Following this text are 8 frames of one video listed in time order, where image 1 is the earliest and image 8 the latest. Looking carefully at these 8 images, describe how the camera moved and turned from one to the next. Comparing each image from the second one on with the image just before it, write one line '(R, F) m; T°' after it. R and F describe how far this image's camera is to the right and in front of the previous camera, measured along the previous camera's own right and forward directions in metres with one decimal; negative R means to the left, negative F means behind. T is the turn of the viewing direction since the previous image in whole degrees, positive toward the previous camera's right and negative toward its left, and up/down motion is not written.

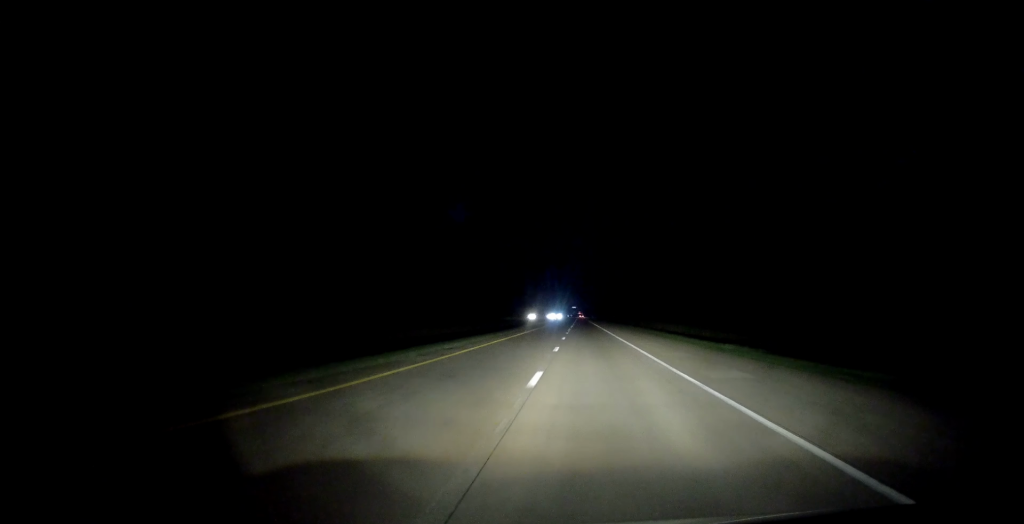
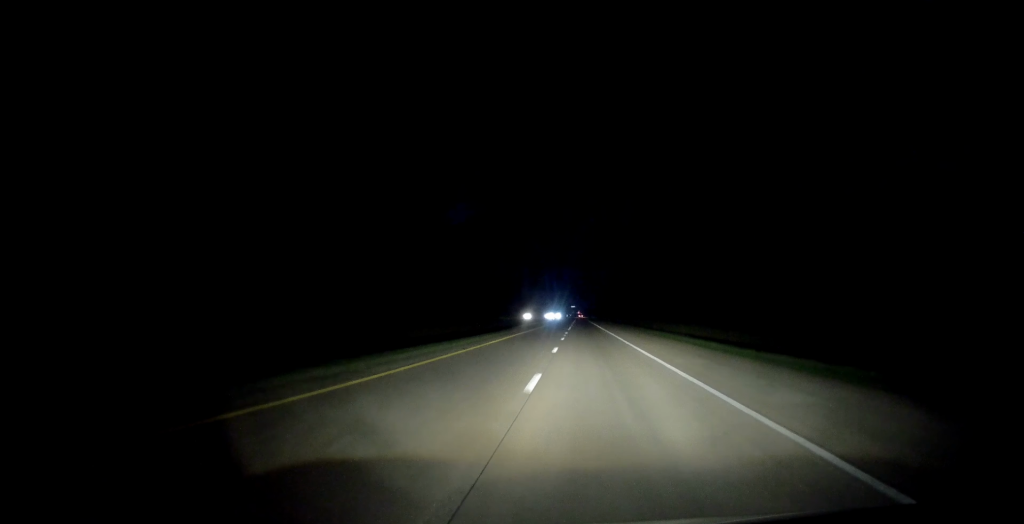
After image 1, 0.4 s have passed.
(-0.1, +13.1) m; 0°
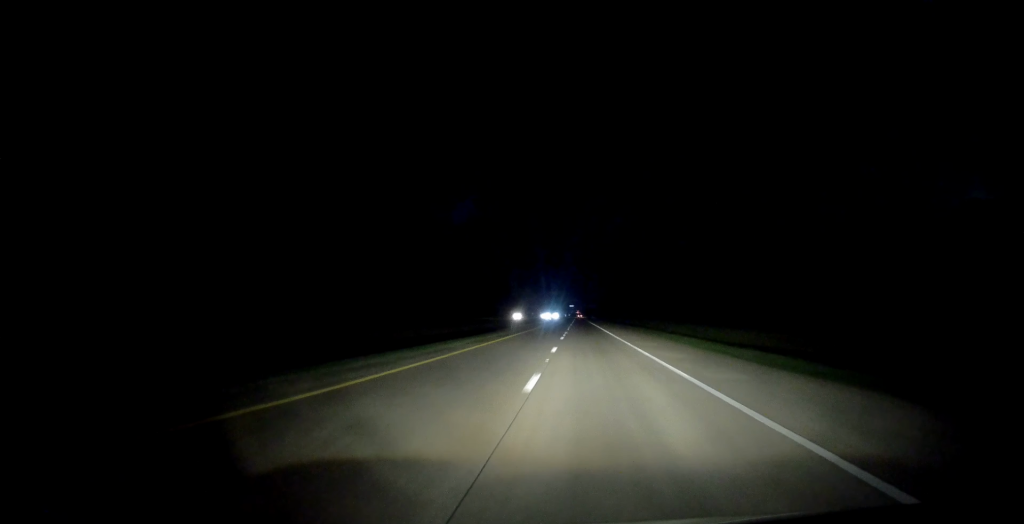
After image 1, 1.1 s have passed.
(+0.1, +24.0) m; 0°
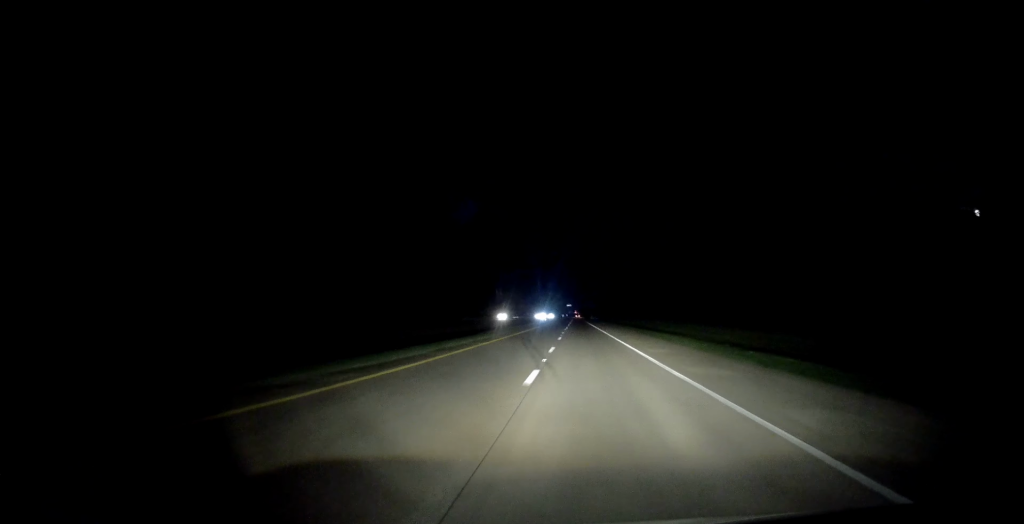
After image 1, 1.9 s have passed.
(0.0, +24.0) m; 0°
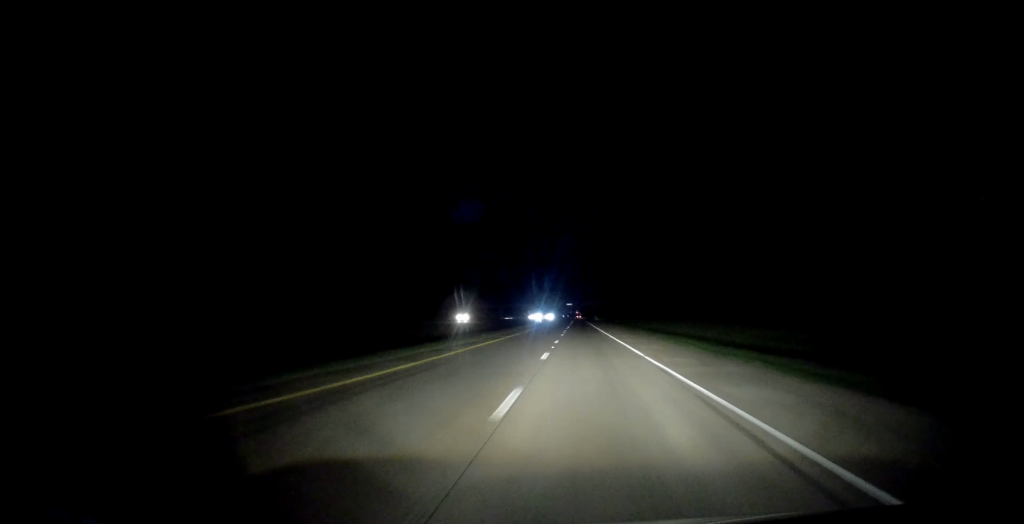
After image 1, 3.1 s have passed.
(+0.3, +40.2) m; +1°
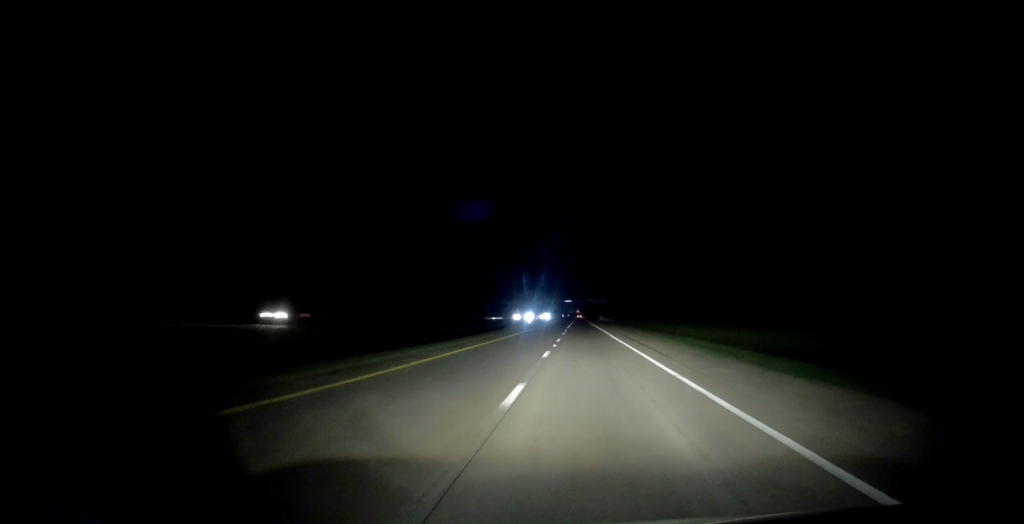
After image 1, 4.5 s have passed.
(-0.5, +46.8) m; -1°
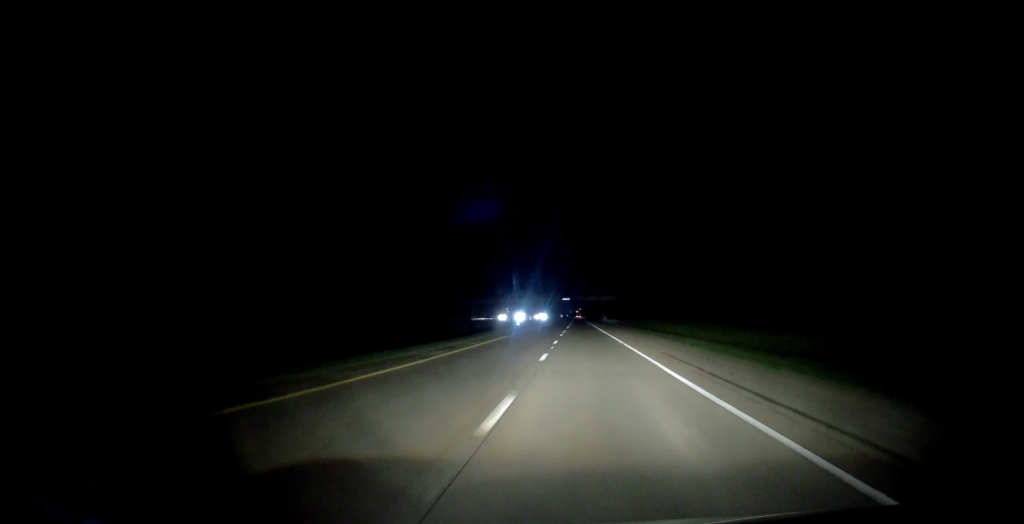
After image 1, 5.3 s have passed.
(+0.1, +26.4) m; +1°
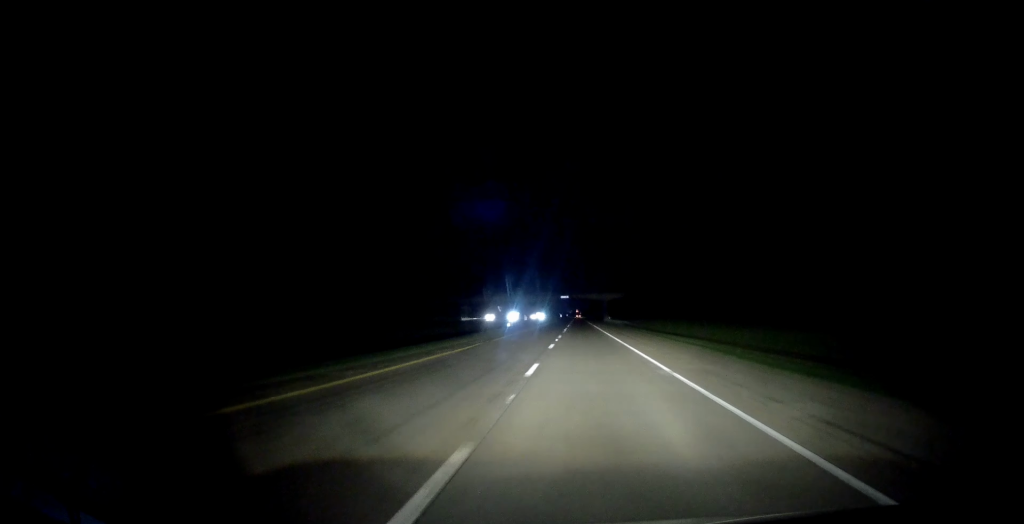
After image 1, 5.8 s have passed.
(+0.1, +16.6) m; 0°
